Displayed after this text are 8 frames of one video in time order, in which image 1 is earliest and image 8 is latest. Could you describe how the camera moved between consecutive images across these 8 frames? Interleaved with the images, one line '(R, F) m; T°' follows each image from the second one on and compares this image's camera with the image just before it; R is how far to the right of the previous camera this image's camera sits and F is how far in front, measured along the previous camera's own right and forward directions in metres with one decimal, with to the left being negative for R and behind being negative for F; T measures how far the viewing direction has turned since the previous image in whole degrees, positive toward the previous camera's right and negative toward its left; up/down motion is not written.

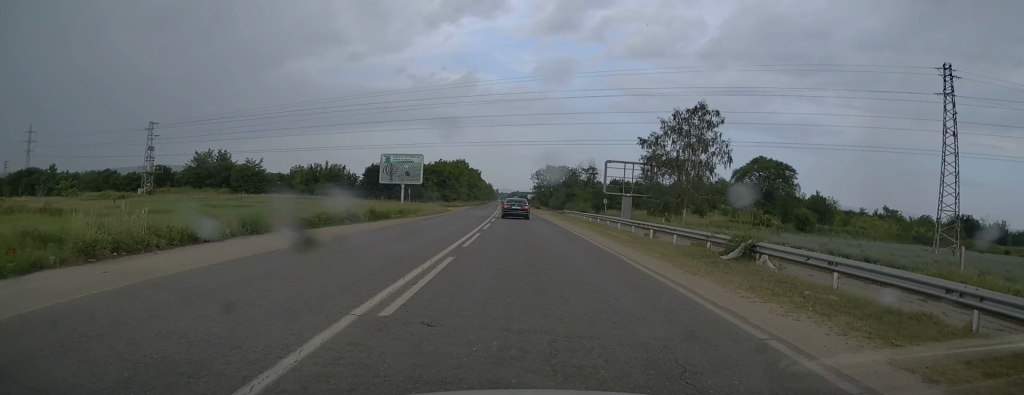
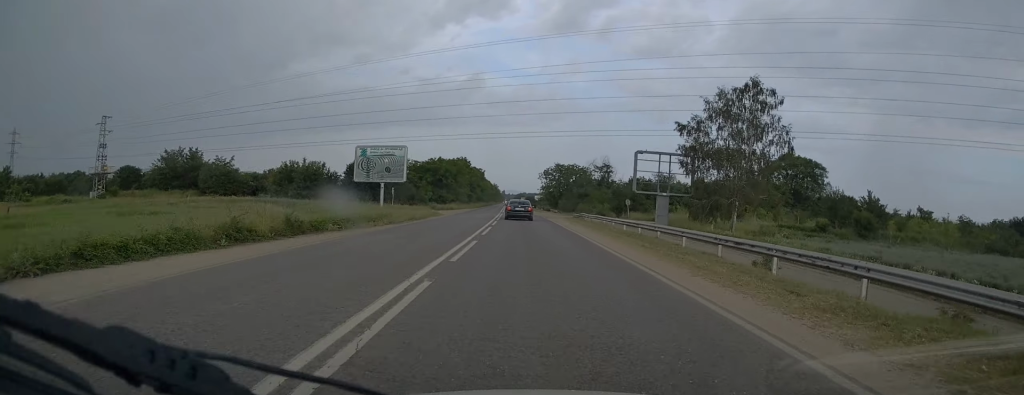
(-0.1, +12.3) m; 0°
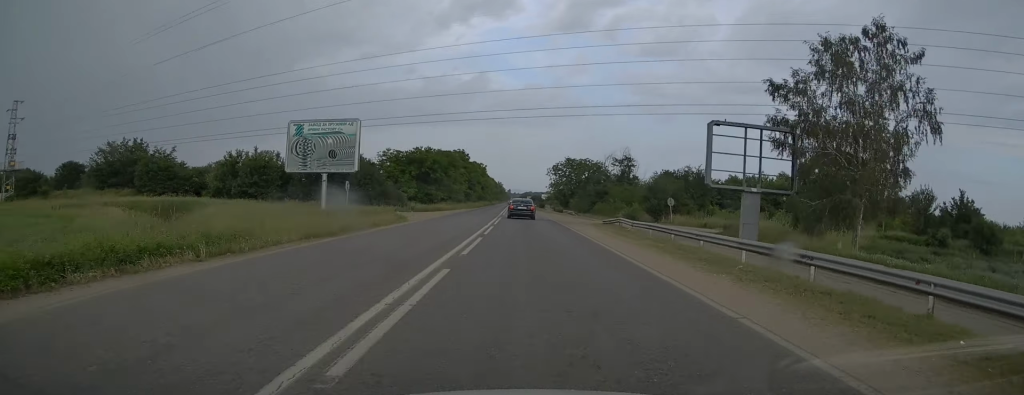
(-0.1, +16.8) m; -1°
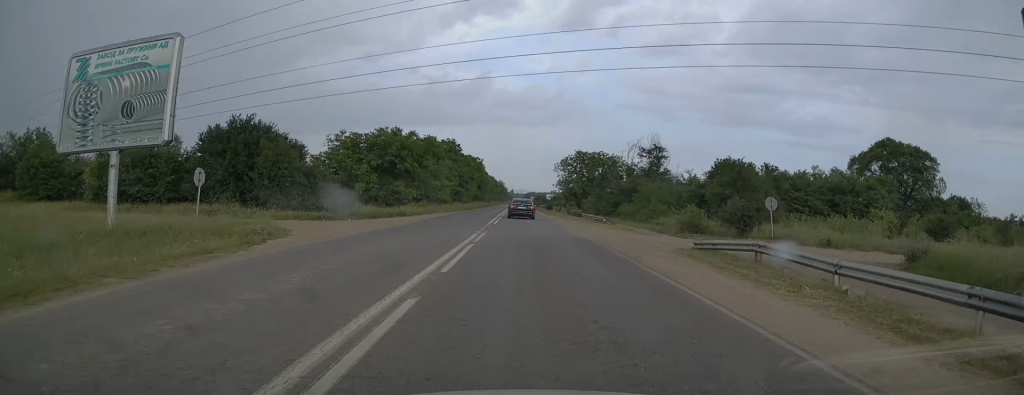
(-0.1, +19.9) m; -1°
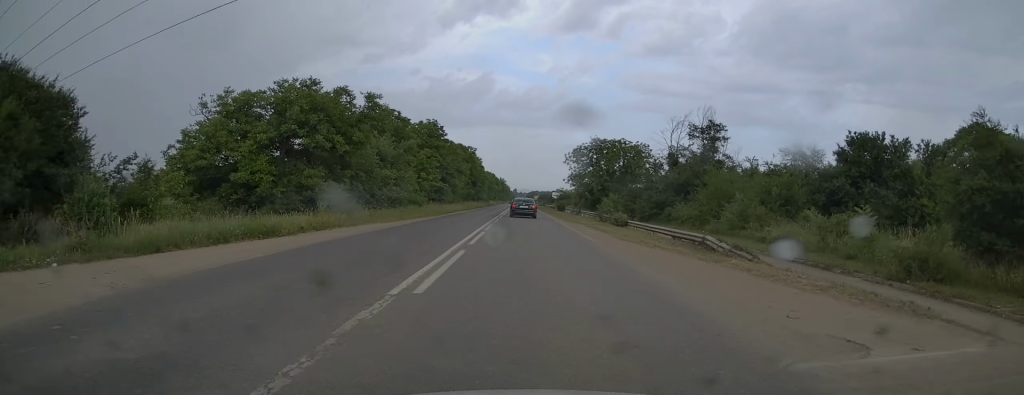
(-0.3, +22.3) m; 0°
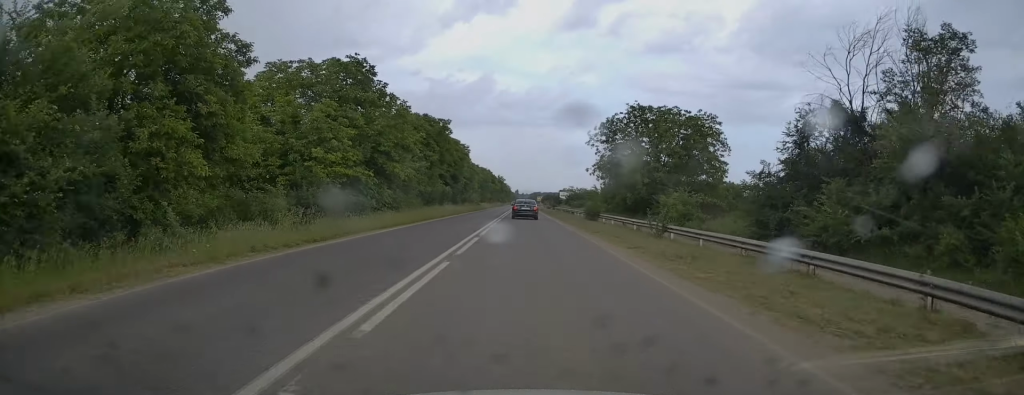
(+0.2, +33.3) m; 0°
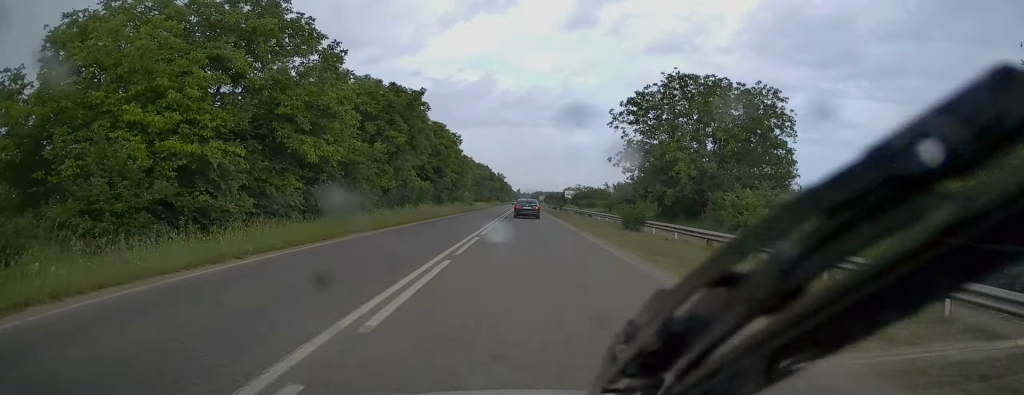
(0.0, +15.5) m; 0°
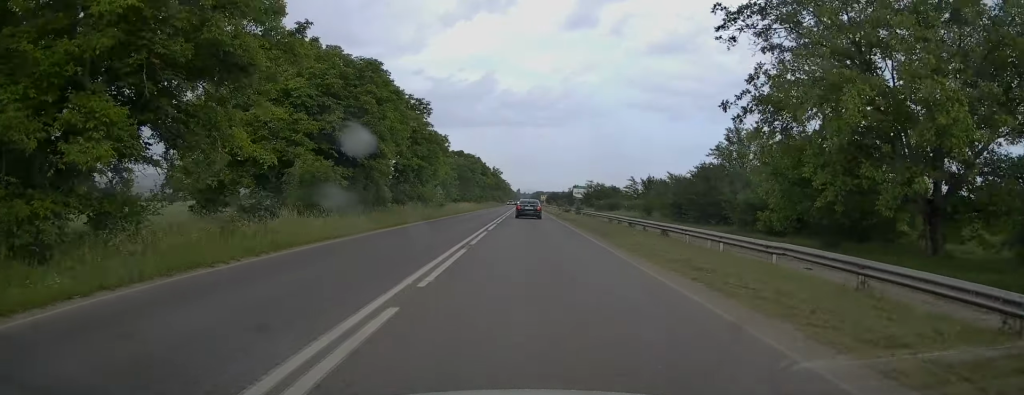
(-0.2, +27.9) m; 0°
